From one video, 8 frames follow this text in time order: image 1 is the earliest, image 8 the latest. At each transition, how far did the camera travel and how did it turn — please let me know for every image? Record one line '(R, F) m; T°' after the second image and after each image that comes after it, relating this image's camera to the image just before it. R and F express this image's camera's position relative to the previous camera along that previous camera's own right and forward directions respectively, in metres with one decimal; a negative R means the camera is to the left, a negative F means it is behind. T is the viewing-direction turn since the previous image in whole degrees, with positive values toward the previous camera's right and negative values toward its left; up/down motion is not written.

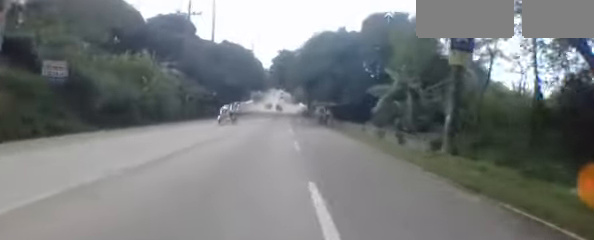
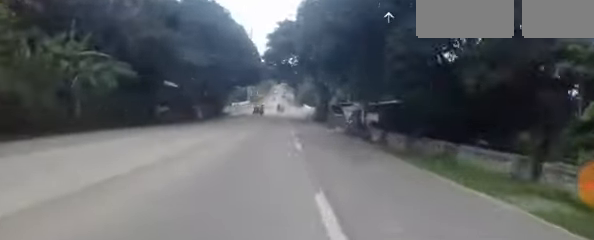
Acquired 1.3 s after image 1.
(+0.4, +20.0) m; +1°
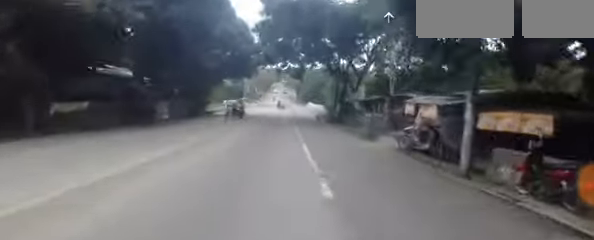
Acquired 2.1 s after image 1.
(0.0, +13.0) m; -1°
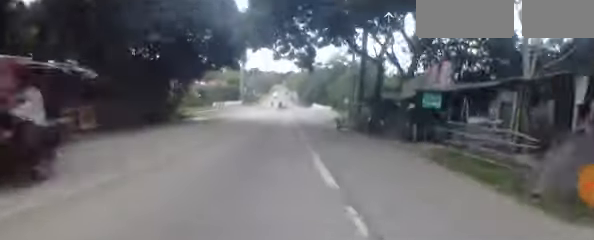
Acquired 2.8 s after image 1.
(-0.2, +10.7) m; -1°
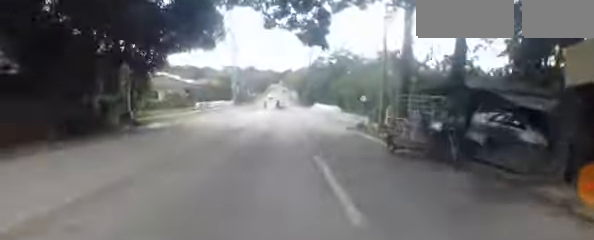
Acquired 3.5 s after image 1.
(-0.1, +10.6) m; 0°
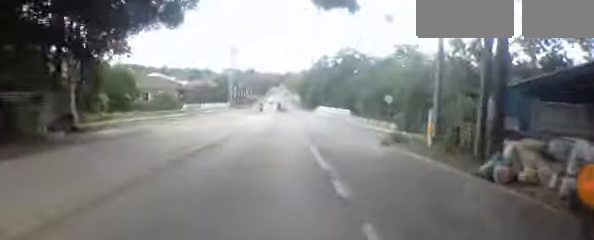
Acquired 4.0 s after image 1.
(0.0, +7.2) m; 0°
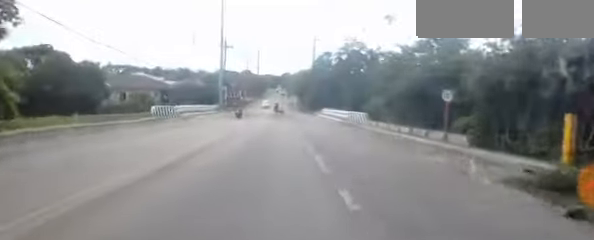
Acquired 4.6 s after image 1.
(0.0, +9.1) m; 0°
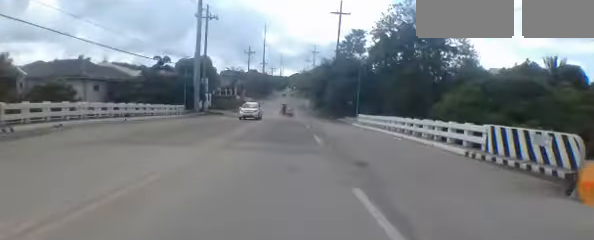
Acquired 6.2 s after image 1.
(0.0, +22.6) m; 0°
